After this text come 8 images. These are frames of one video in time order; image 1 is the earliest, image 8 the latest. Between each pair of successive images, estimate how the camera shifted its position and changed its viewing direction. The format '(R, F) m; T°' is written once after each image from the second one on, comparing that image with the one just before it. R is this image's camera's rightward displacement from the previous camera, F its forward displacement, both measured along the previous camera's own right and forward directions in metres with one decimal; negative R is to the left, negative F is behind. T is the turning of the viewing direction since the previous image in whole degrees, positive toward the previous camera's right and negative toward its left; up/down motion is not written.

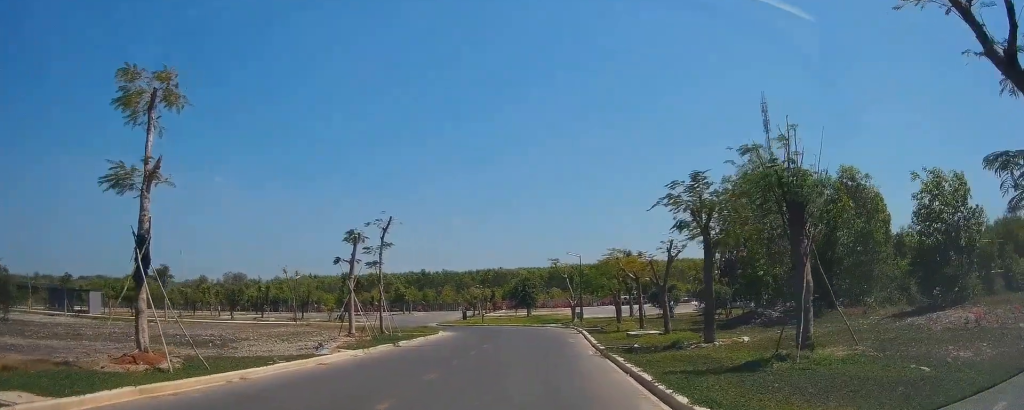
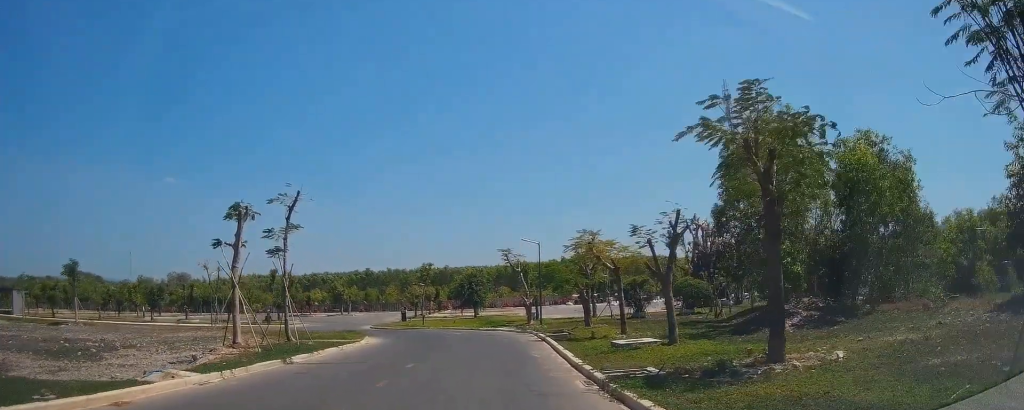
(+0.6, +8.5) m; +7°
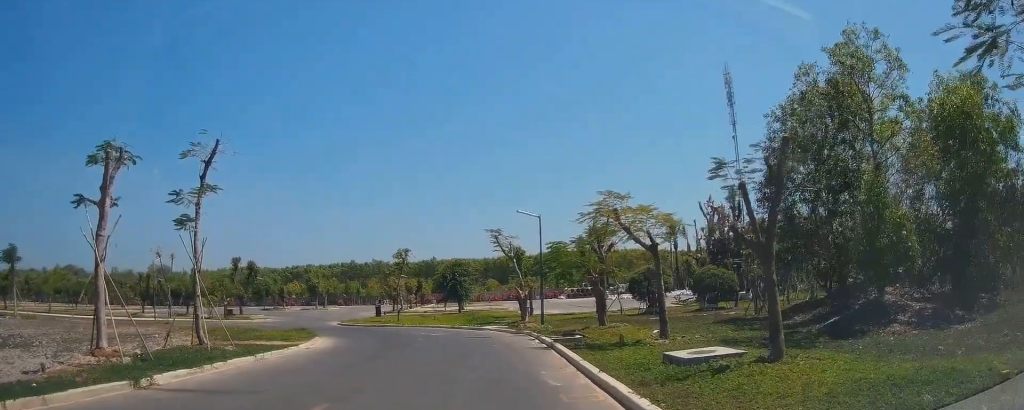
(-0.5, +8.6) m; -3°
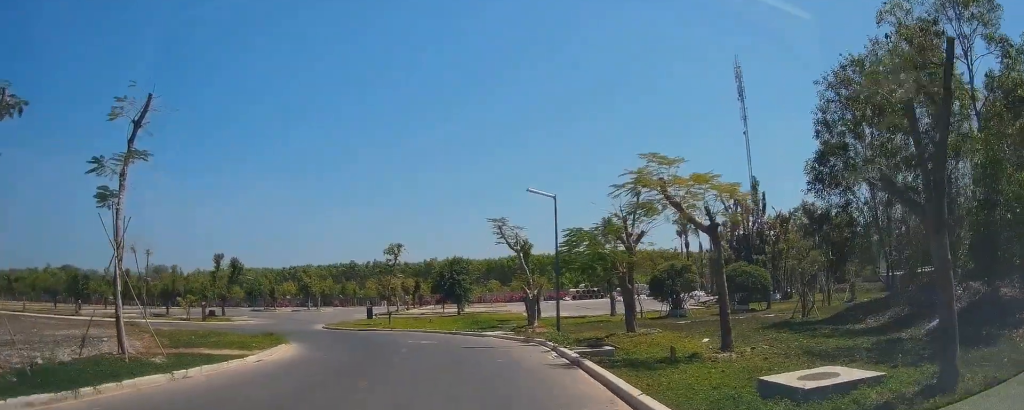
(+0.1, +5.3) m; +4°
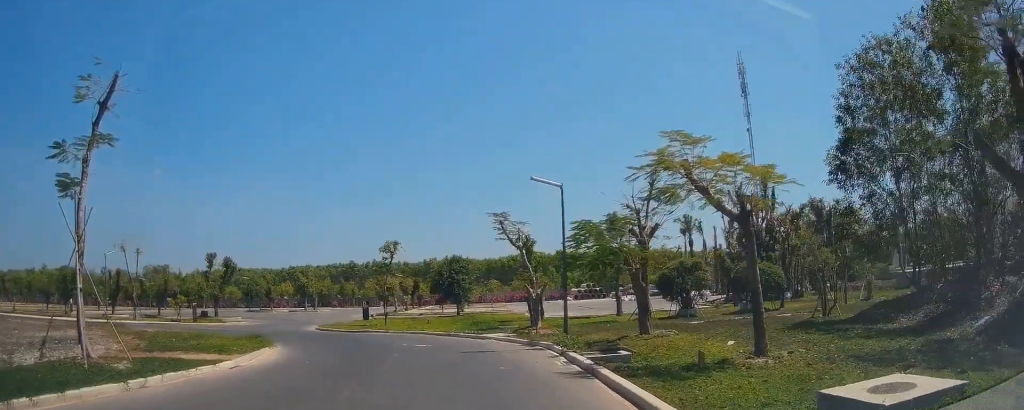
(+0.1, +2.0) m; 0°
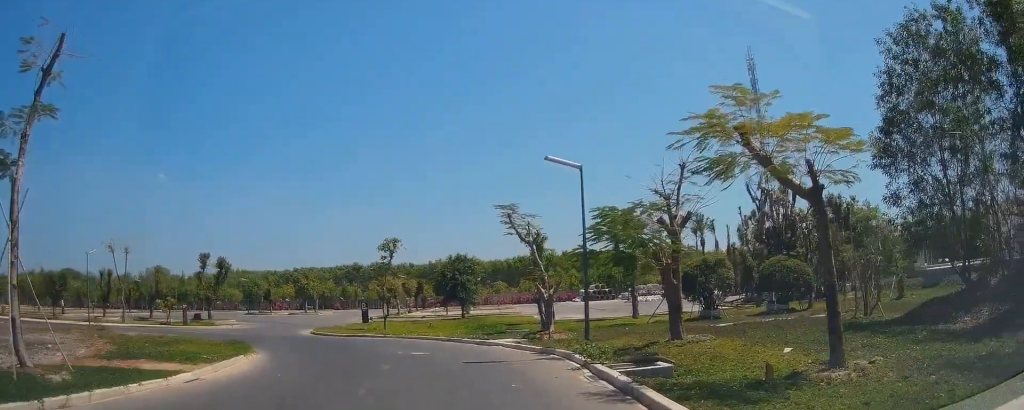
(+0.2, +3.0) m; -1°
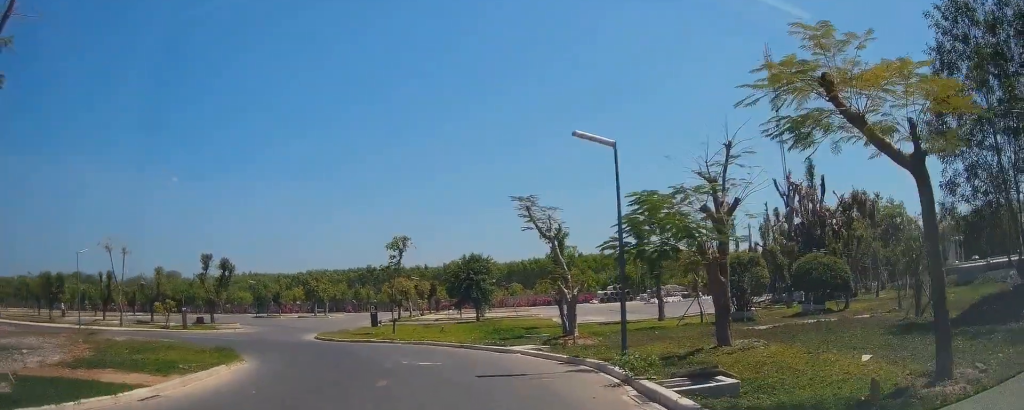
(-0.1, +2.6) m; -7°
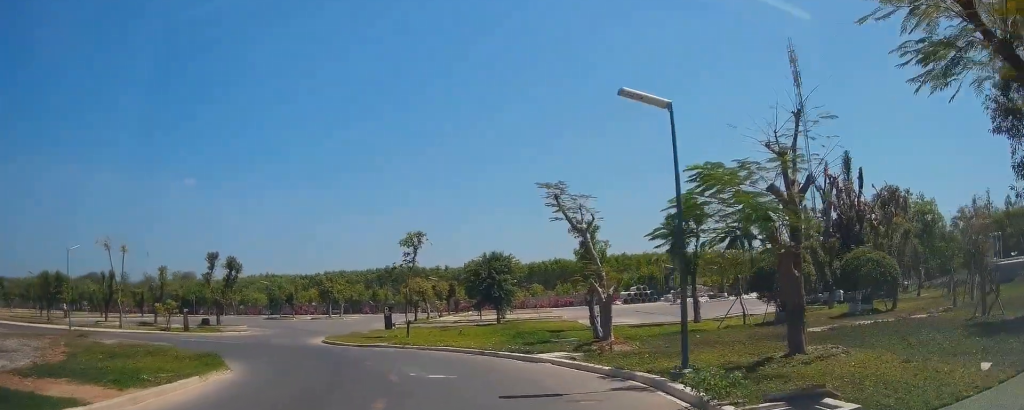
(-0.1, +2.9) m; -5°
